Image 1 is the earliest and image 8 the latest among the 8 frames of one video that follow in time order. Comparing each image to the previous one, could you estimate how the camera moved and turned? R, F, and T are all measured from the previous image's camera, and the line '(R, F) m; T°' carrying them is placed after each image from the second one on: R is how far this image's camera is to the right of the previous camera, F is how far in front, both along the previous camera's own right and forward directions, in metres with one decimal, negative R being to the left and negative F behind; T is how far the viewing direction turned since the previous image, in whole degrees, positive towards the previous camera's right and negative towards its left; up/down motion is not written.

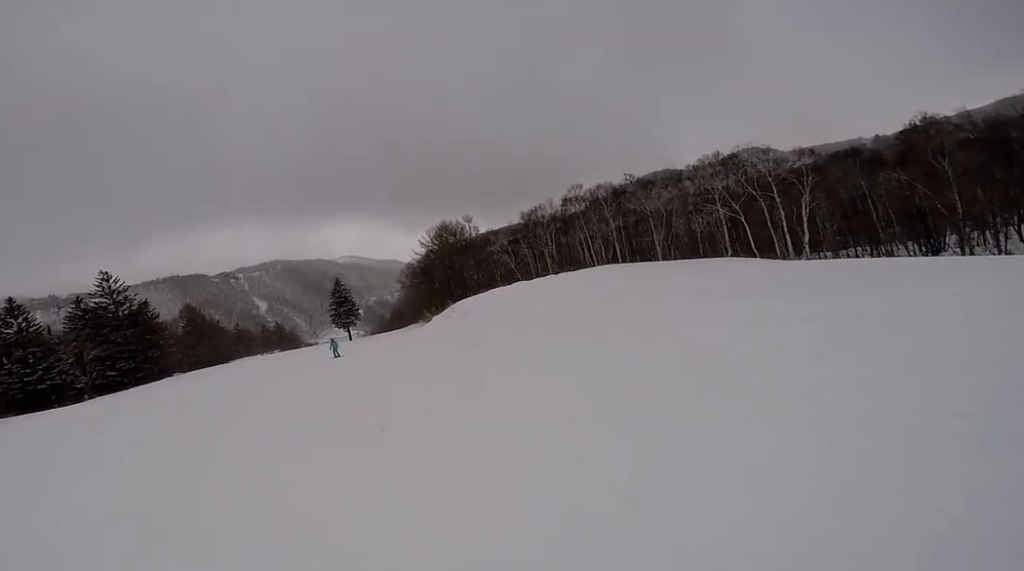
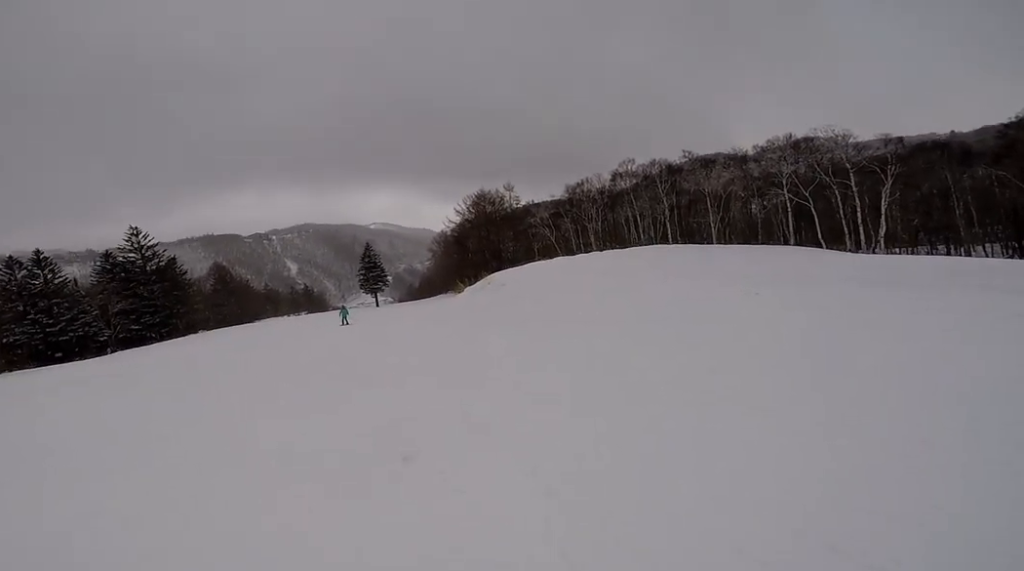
(0.0, +2.7) m; 0°
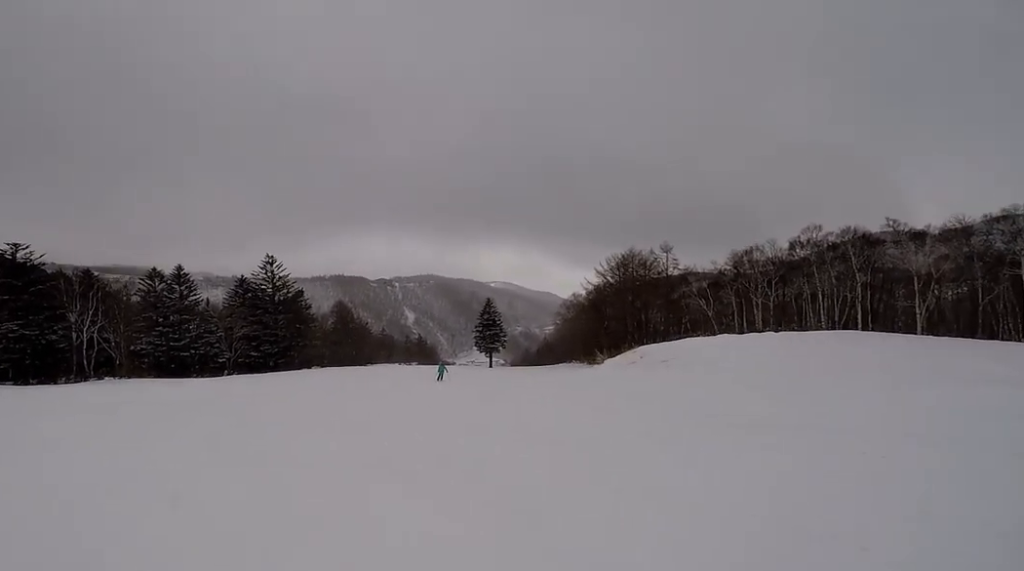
(0.0, +5.0) m; 0°
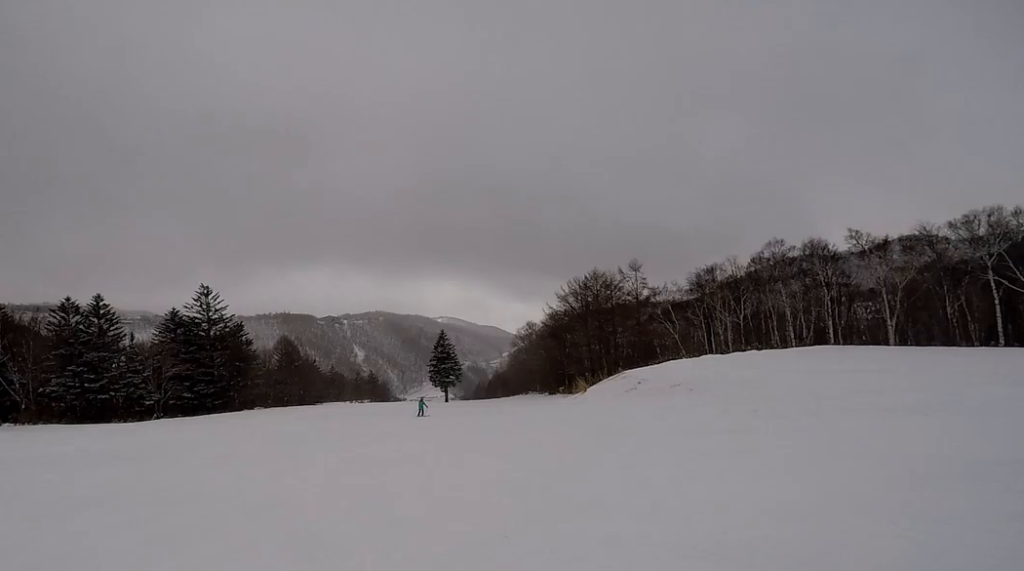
(0.0, +6.6) m; 0°
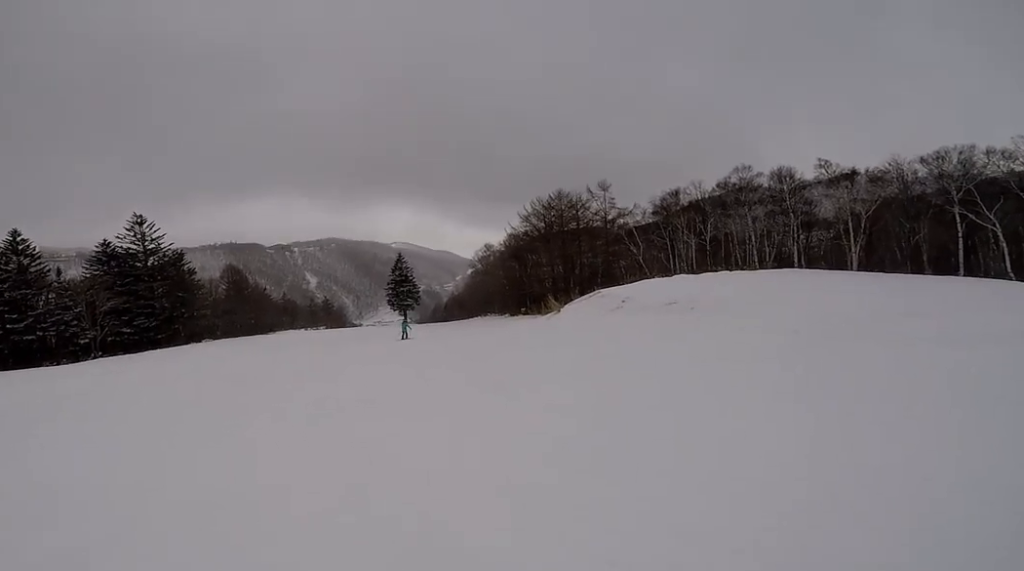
(0.0, +3.6) m; 0°
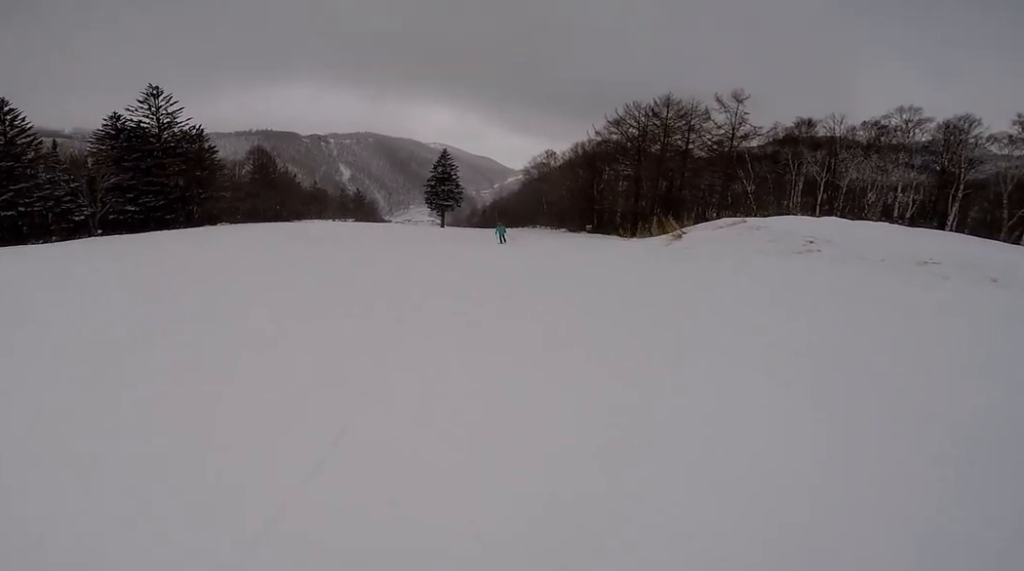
(0.0, +8.9) m; 0°
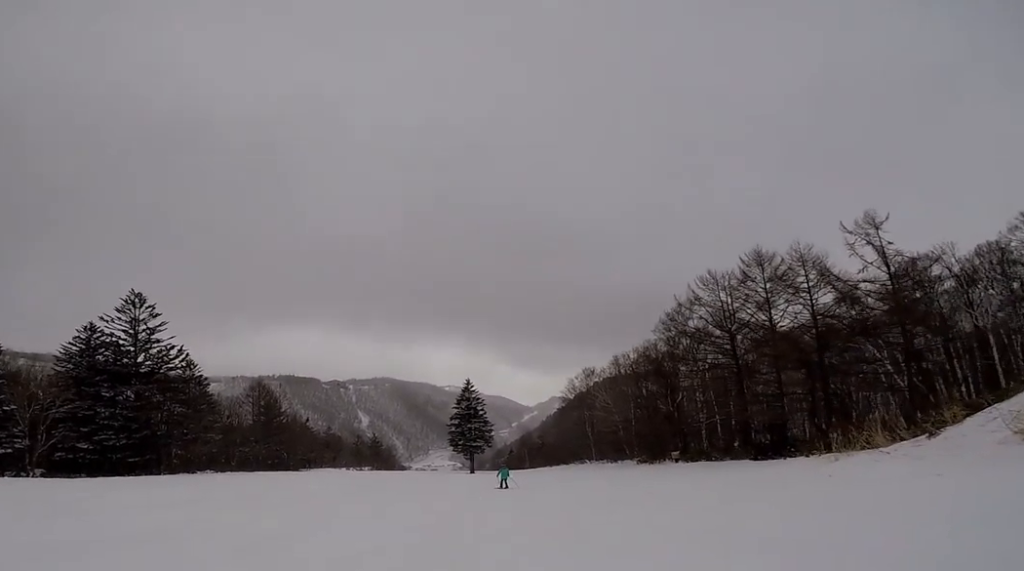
(0.0, +15.3) m; +3°
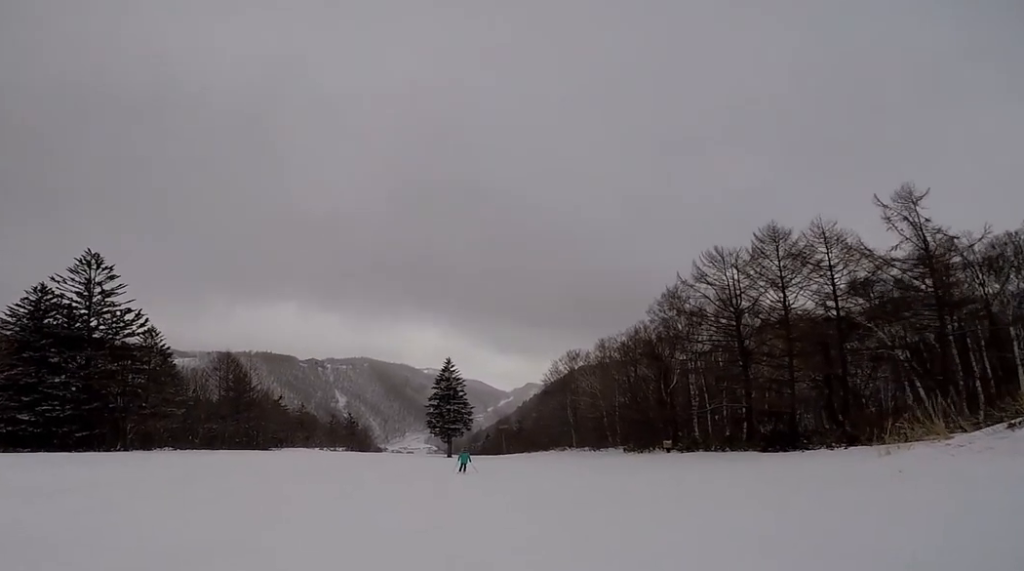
(-0.1, +4.2) m; +7°
